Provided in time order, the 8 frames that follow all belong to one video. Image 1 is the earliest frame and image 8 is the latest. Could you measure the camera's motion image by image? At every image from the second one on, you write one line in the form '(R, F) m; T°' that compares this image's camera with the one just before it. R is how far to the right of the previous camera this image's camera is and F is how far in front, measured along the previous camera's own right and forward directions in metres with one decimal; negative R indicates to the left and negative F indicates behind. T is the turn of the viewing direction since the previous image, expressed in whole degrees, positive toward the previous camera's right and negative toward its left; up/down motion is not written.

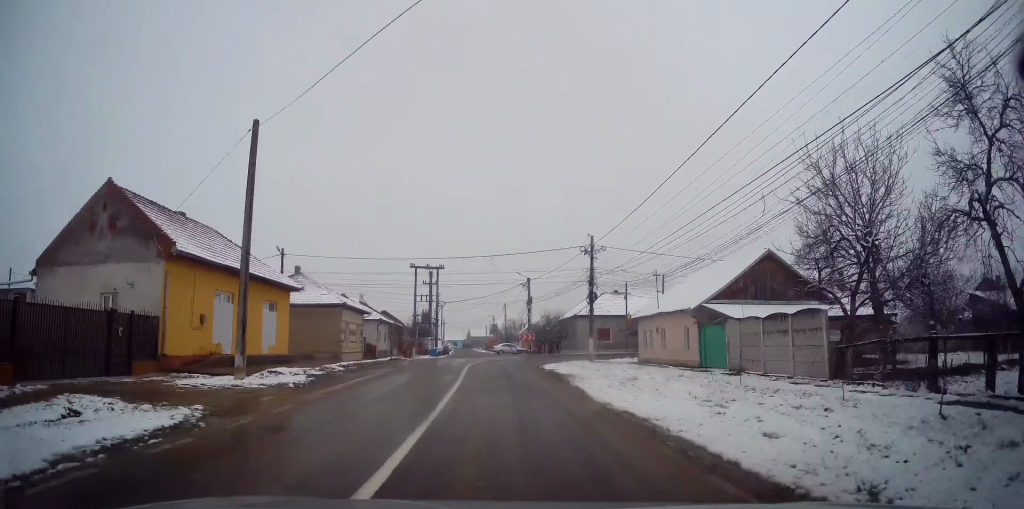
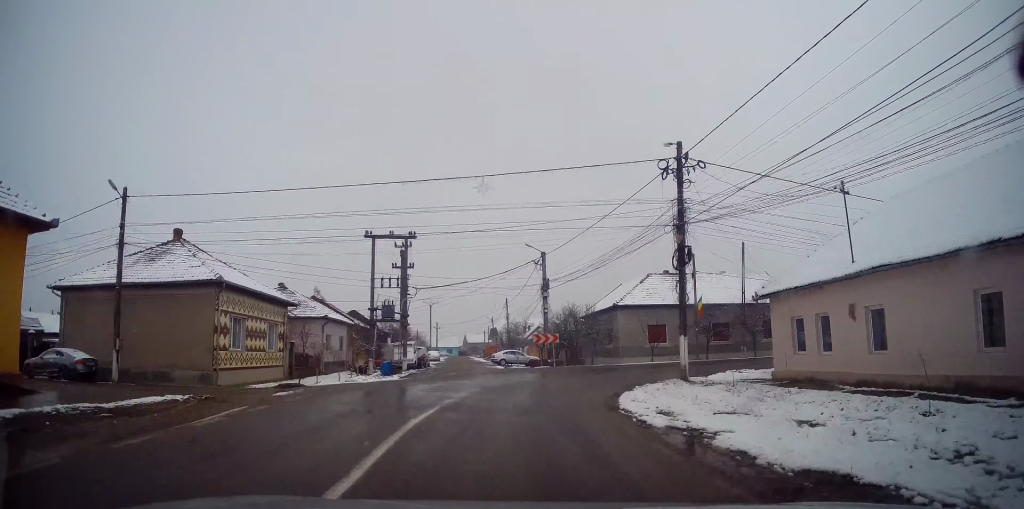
(-0.7, +18.8) m; -1°
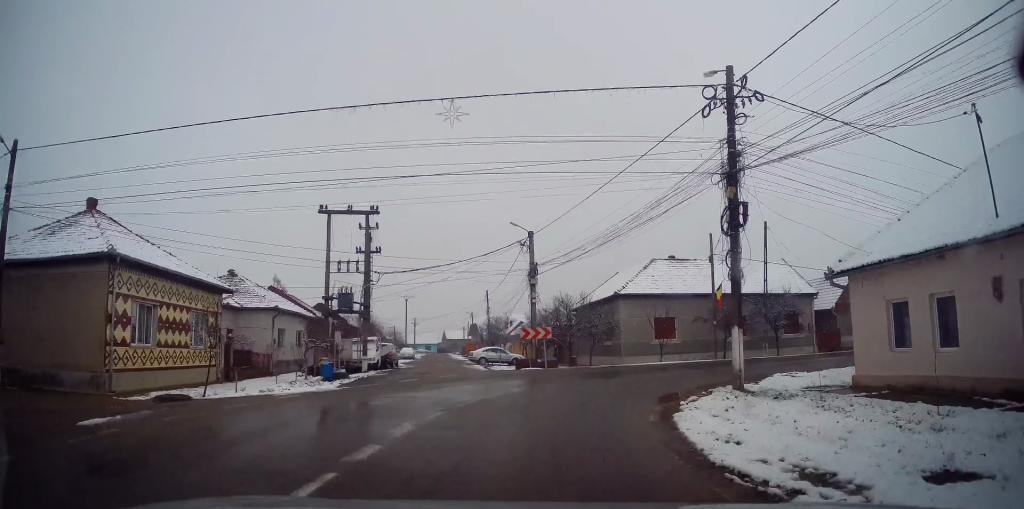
(+0.2, +5.9) m; +3°
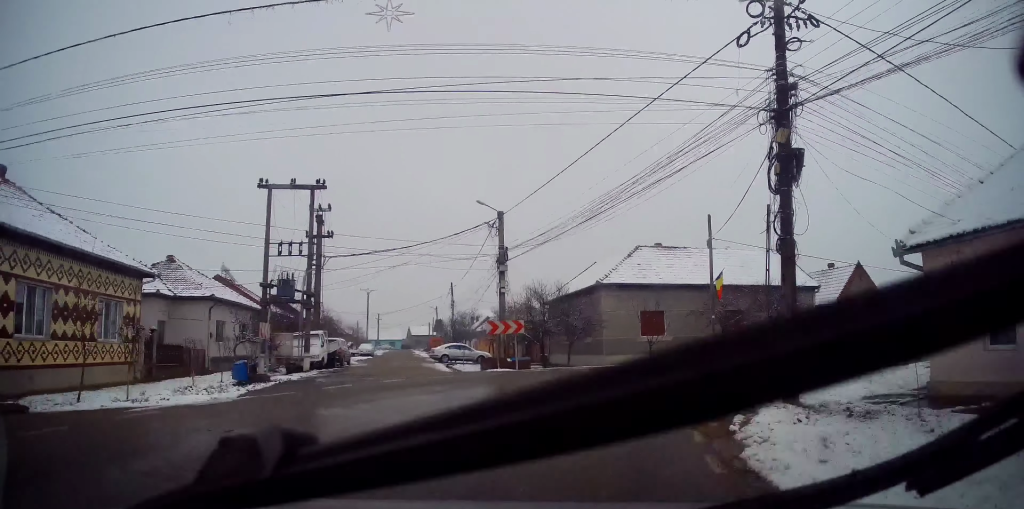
(0.0, +4.5) m; +2°
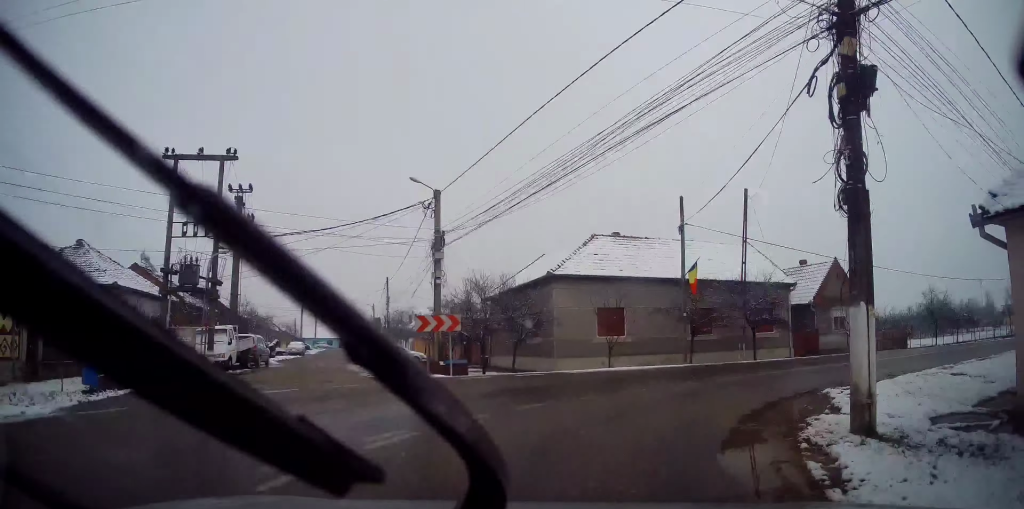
(+0.2, +4.0) m; +6°
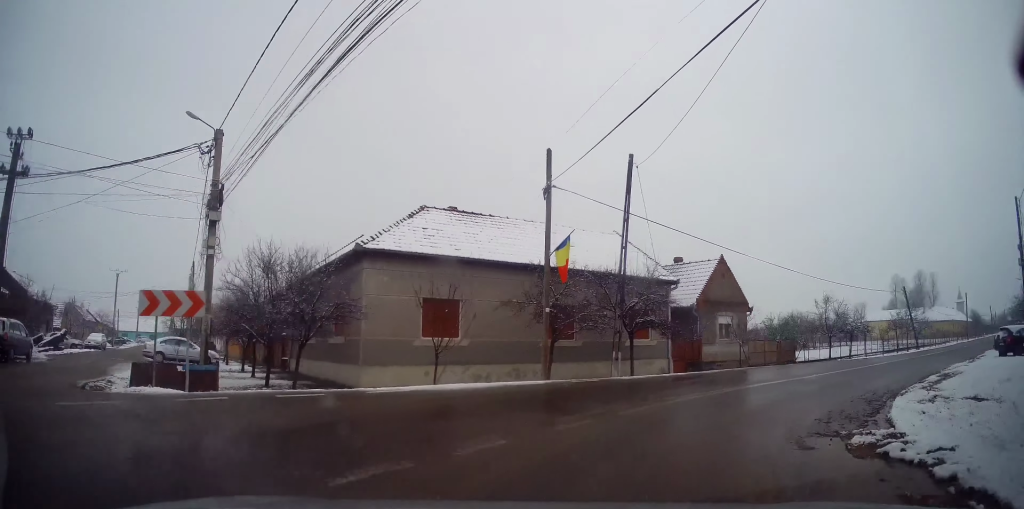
(+0.4, +7.1) m; +16°
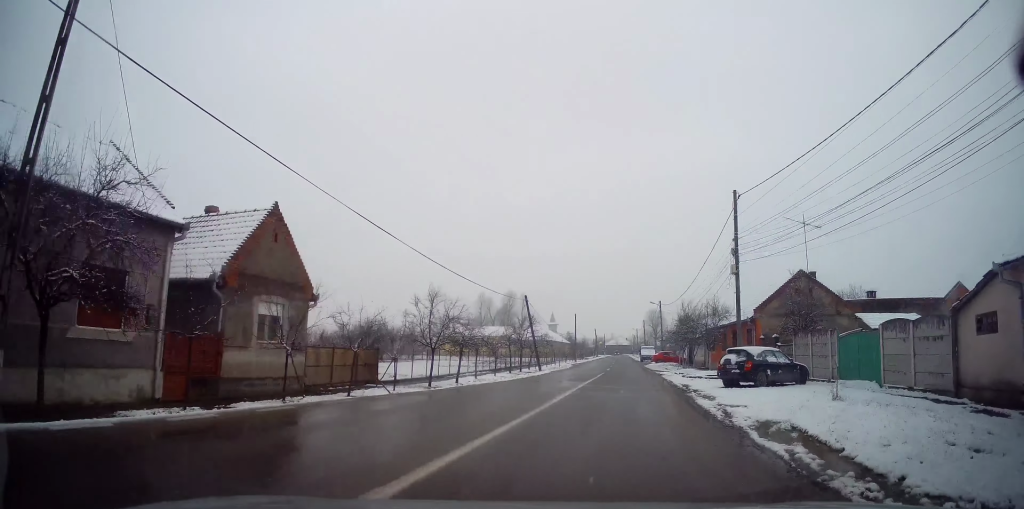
(+4.9, +10.7) m; +46°
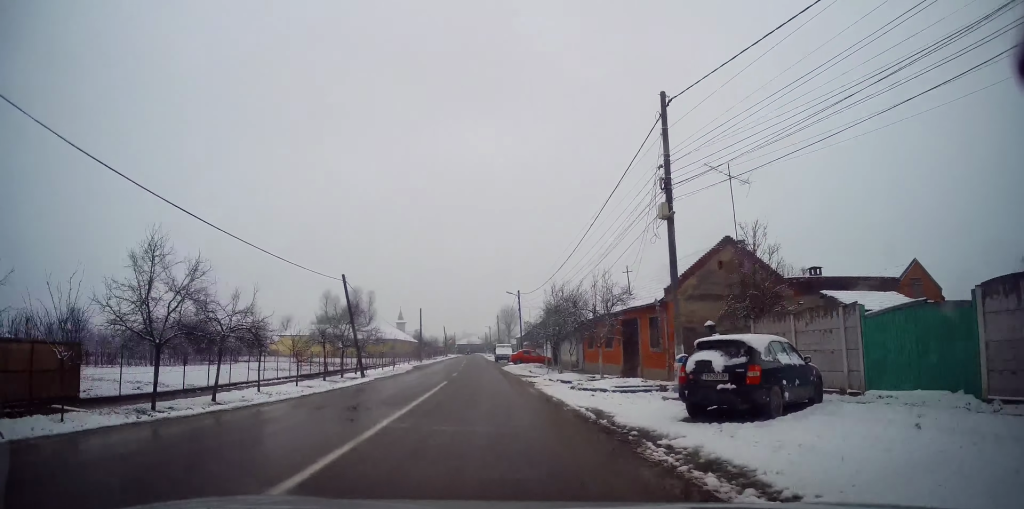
(+2.1, +9.7) m; +15°
